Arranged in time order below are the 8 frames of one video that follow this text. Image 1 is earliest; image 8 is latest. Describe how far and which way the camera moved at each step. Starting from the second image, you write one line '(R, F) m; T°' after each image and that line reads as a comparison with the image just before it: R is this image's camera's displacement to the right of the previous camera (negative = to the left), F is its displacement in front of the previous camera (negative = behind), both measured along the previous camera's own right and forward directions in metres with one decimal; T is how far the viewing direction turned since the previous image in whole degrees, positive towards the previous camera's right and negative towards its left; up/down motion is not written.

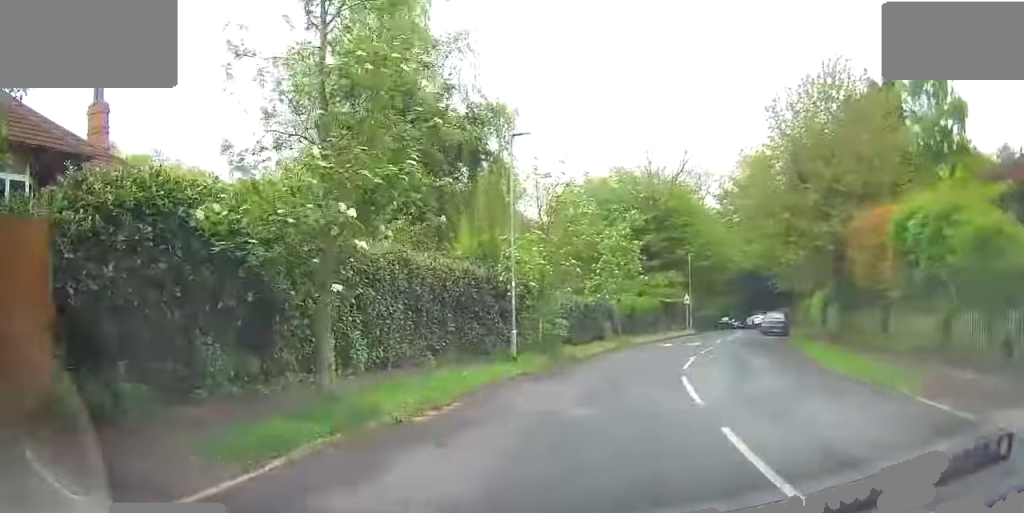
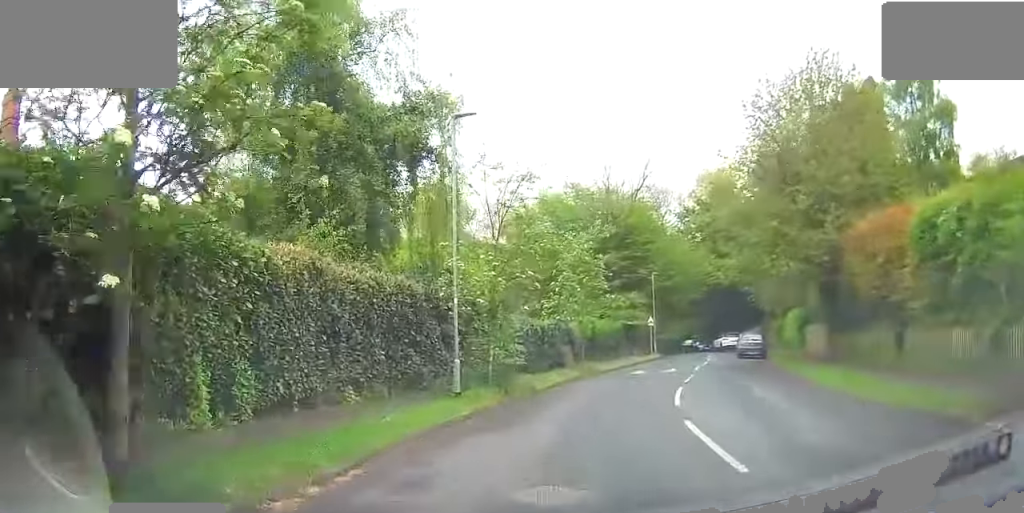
(+0.2, +3.6) m; +4°
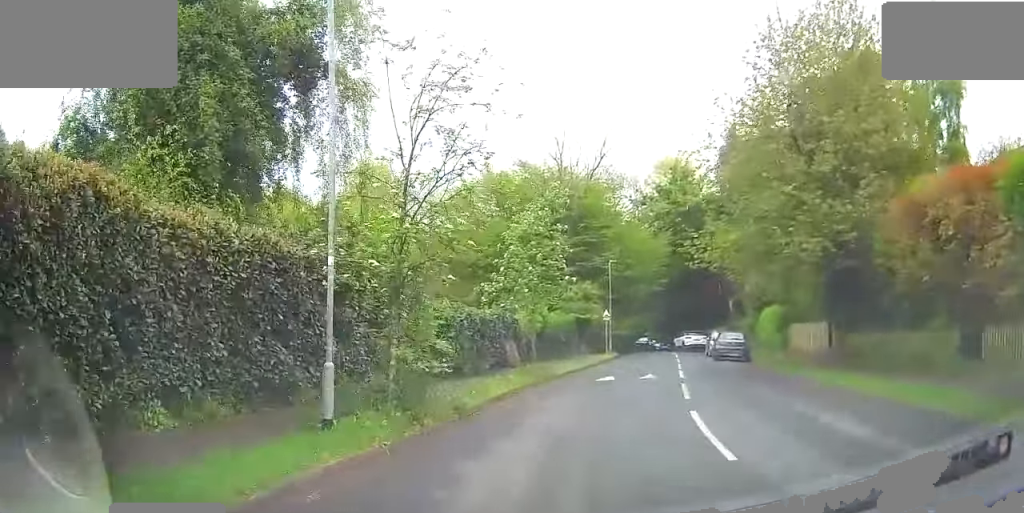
(+0.4, +6.1) m; +4°
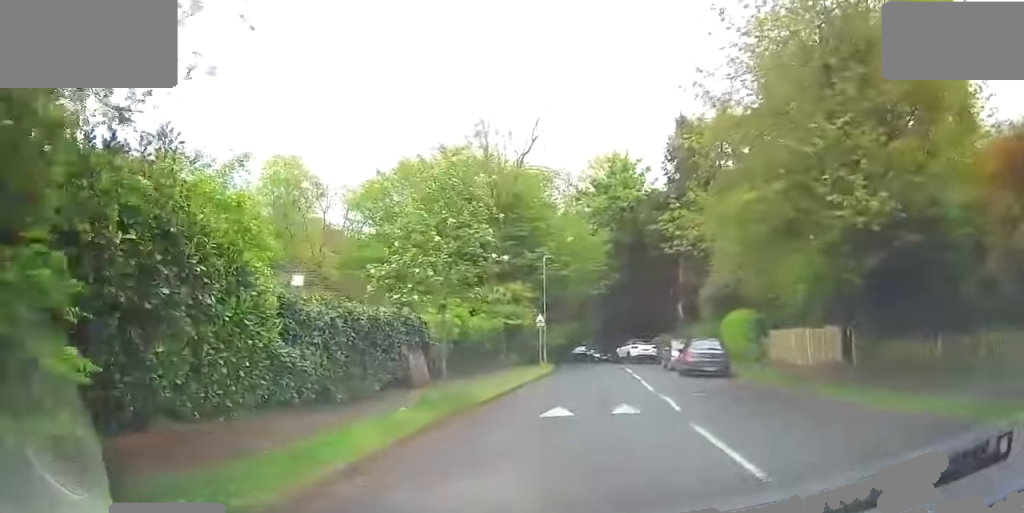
(0.0, +7.1) m; +2°
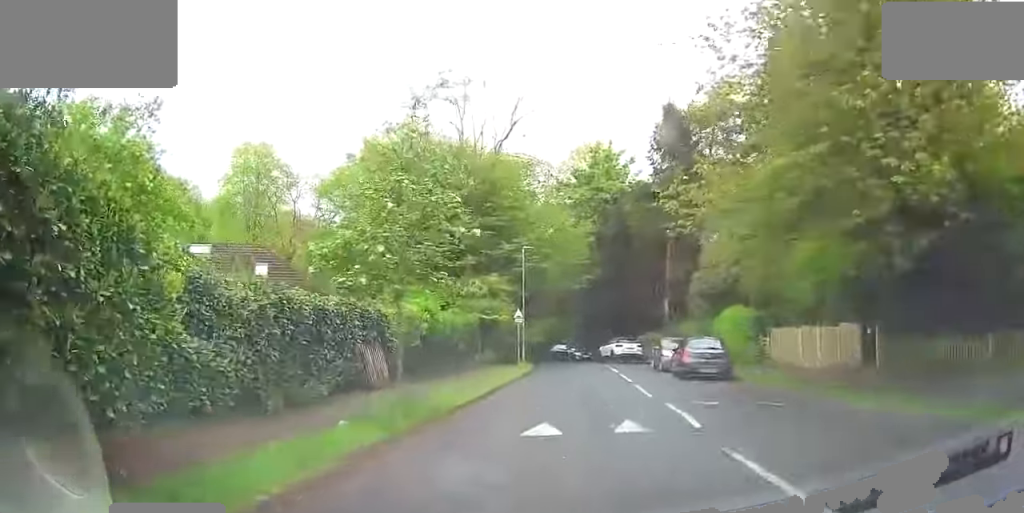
(-0.1, +2.7) m; +2°
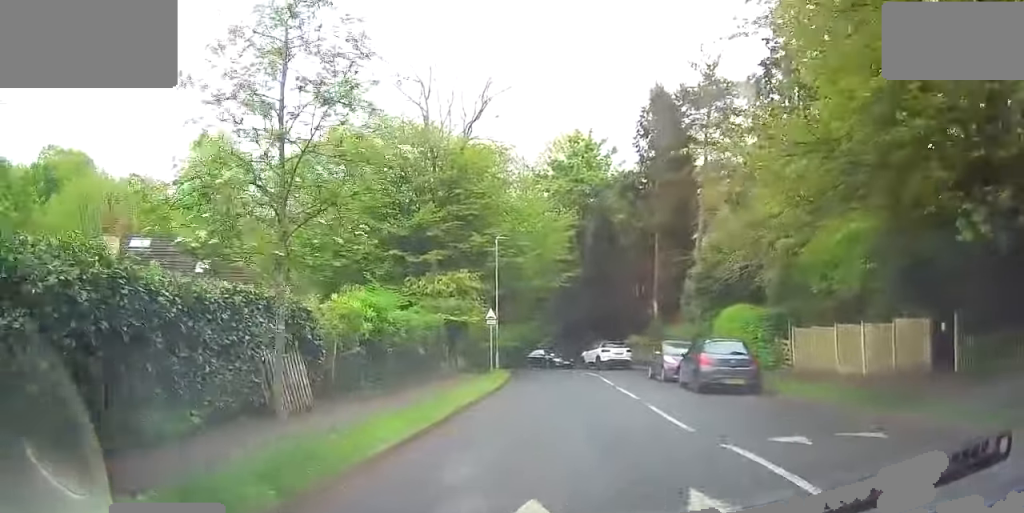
(+0.3, +4.8) m; +3°
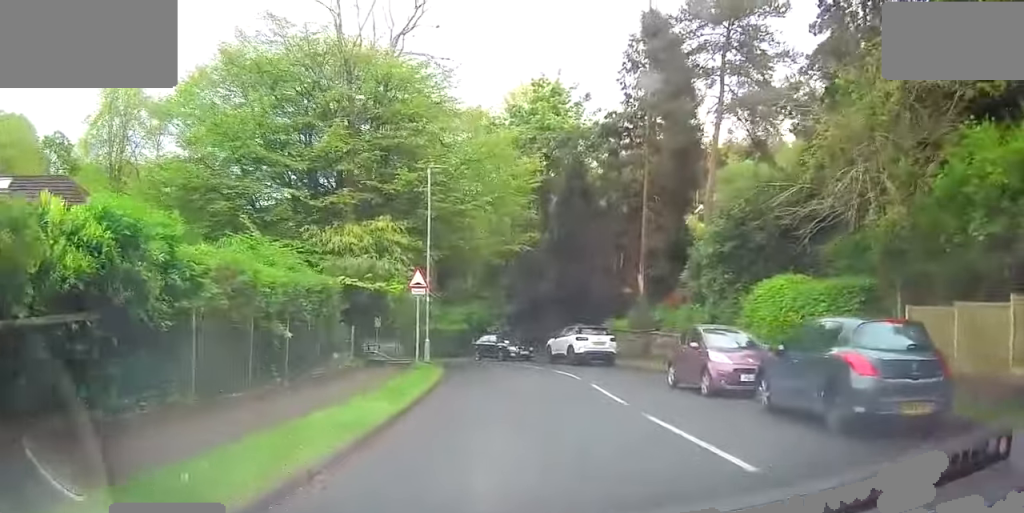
(+0.4, +10.0) m; +6°
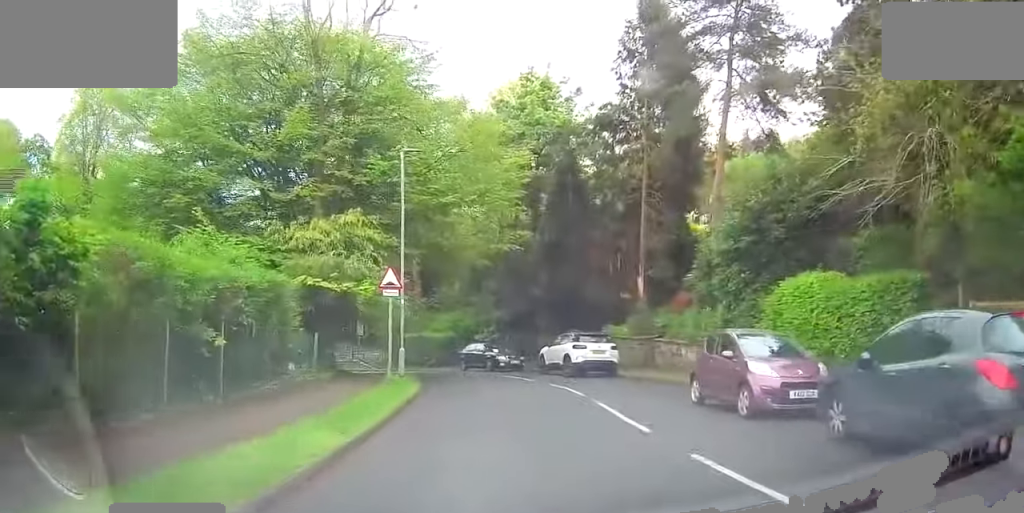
(0.0, +2.7) m; +3°
